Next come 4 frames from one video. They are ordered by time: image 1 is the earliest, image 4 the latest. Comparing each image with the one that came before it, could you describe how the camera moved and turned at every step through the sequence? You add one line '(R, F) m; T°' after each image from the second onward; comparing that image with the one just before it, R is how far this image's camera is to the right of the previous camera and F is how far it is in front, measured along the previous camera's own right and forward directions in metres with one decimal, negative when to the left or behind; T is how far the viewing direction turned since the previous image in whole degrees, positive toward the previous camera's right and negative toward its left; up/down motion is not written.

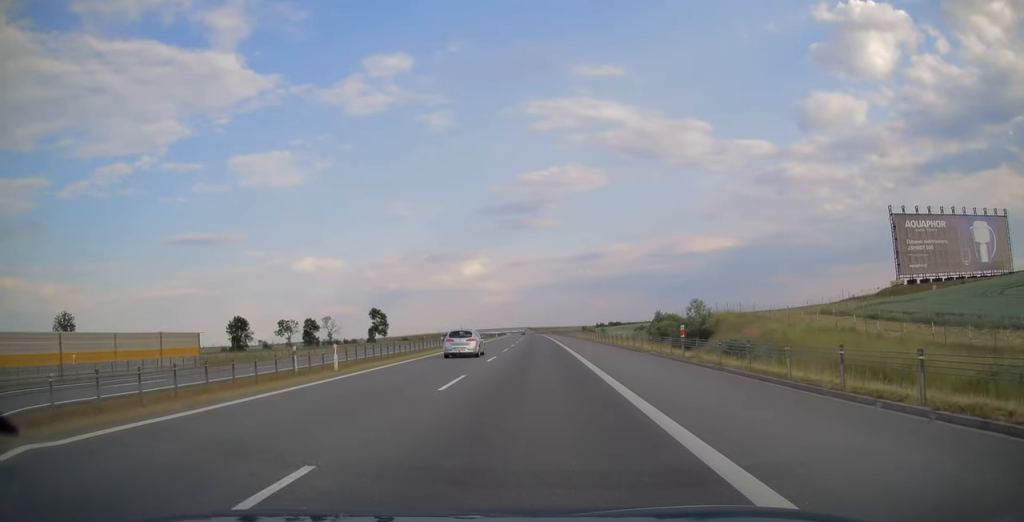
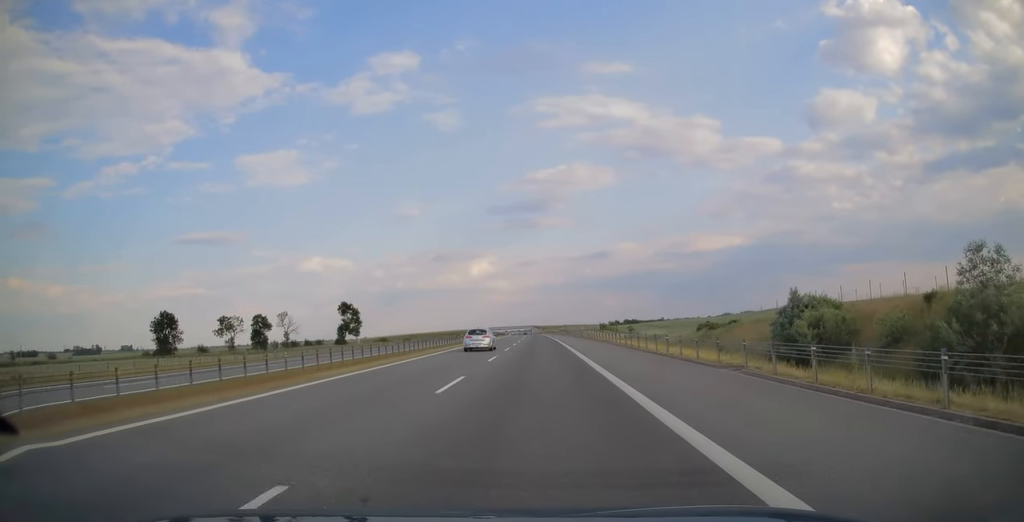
(-0.3, +48.9) m; -1°
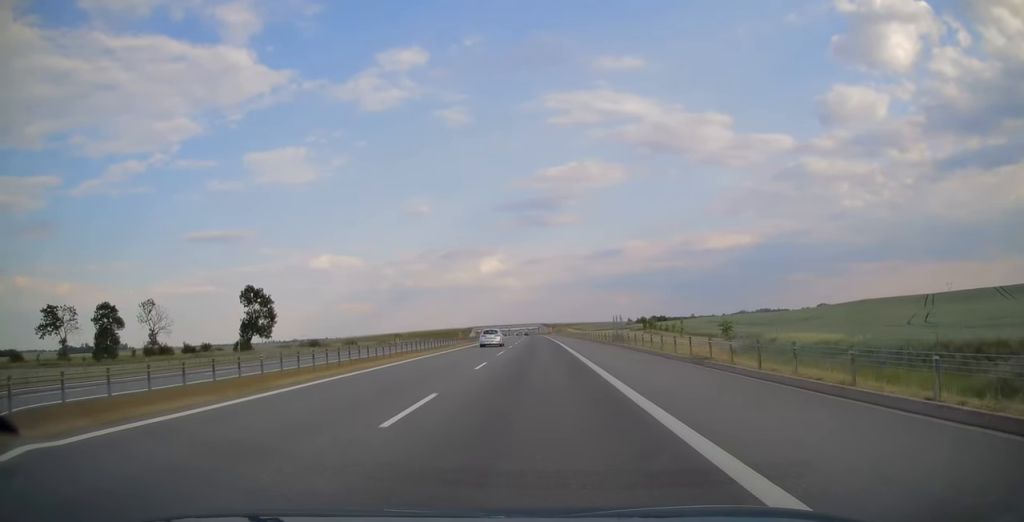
(-0.5, +76.8) m; -1°
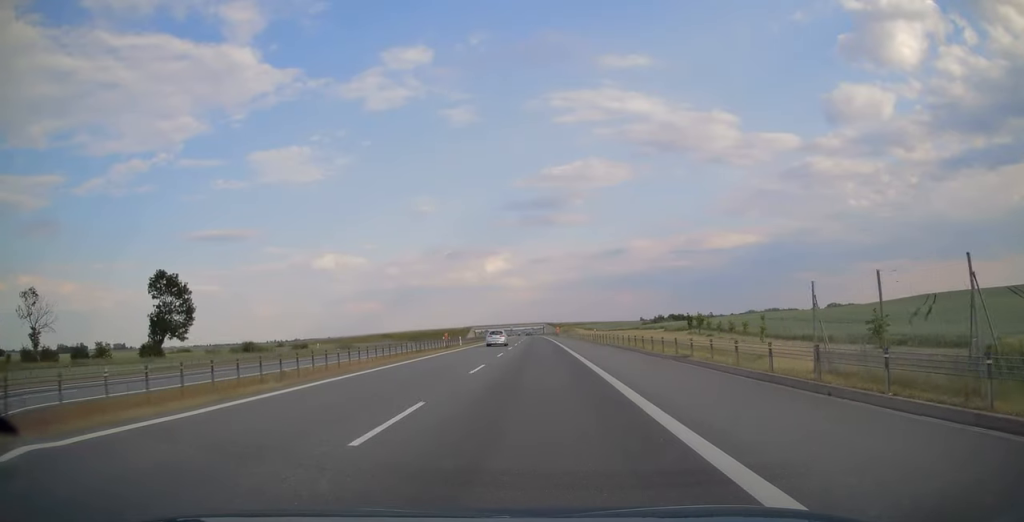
(-0.1, +37.6) m; -1°
